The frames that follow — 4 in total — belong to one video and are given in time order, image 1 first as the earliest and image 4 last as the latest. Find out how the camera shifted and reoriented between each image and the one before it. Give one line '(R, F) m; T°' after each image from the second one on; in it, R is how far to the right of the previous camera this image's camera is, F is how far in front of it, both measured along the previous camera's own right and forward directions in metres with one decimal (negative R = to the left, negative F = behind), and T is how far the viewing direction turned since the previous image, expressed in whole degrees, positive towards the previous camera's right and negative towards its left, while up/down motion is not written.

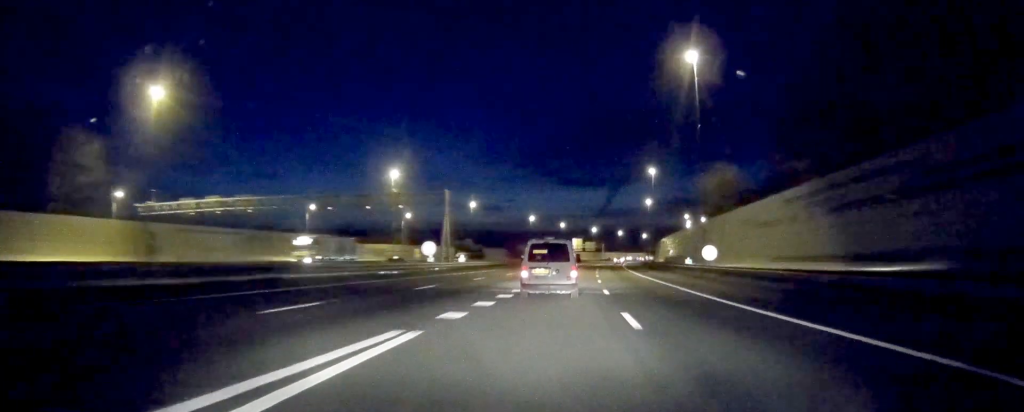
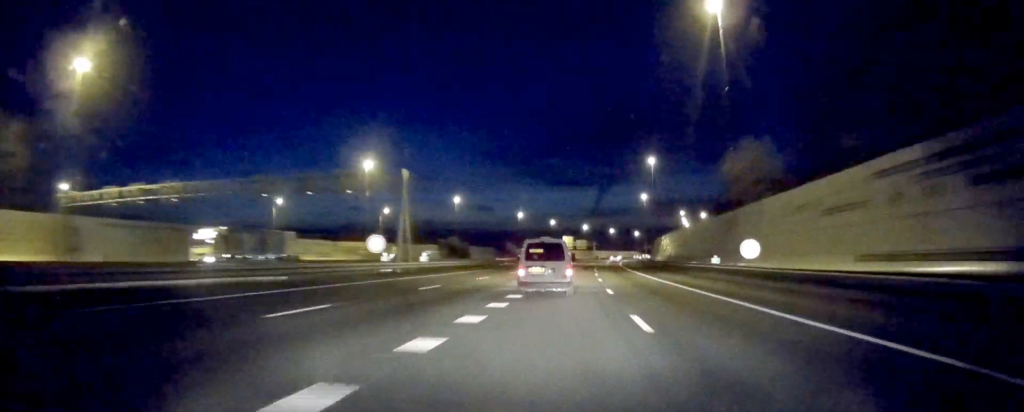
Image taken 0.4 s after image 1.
(0.0, +12.8) m; 0°
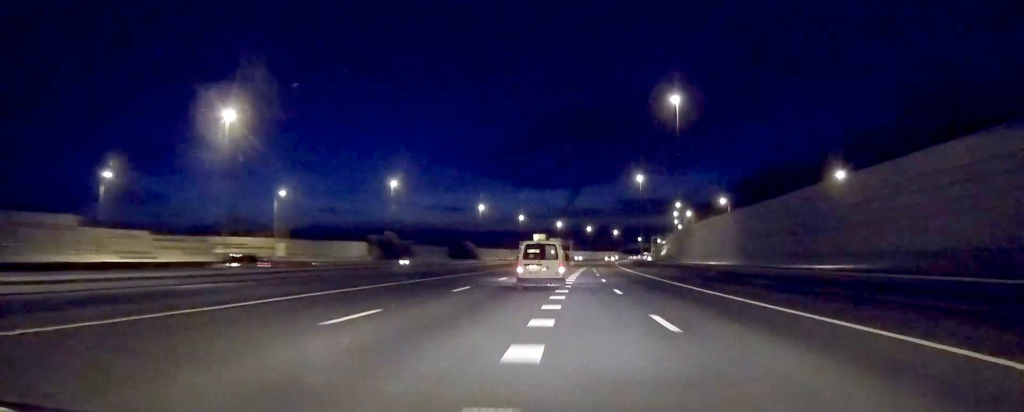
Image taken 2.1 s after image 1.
(0.0, +49.1) m; 0°
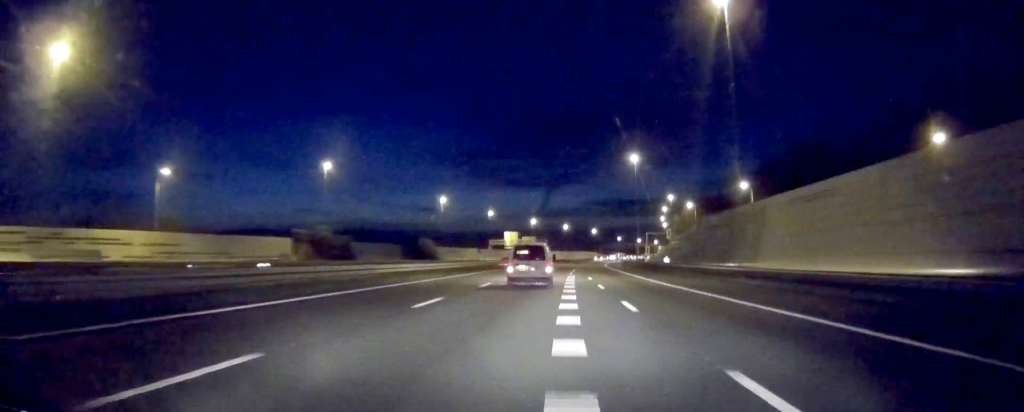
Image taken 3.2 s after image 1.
(0.0, +31.5) m; 0°
